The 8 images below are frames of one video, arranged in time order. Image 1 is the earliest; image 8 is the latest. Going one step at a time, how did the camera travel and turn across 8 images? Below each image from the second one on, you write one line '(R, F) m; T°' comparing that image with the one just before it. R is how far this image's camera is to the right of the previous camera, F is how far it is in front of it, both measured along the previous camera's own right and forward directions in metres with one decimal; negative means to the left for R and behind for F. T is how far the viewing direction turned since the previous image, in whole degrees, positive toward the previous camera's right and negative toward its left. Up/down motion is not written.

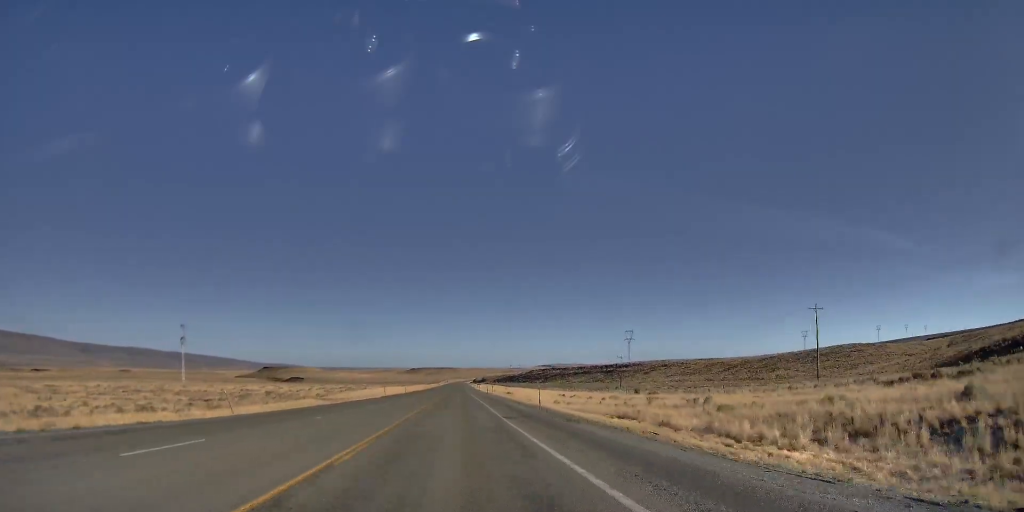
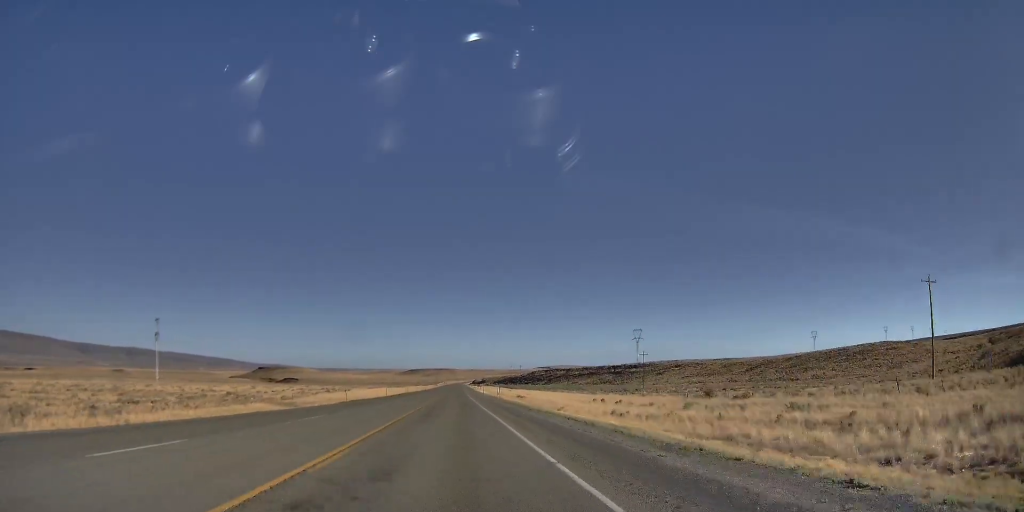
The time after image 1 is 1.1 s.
(+0.5, +33.7) m; 0°
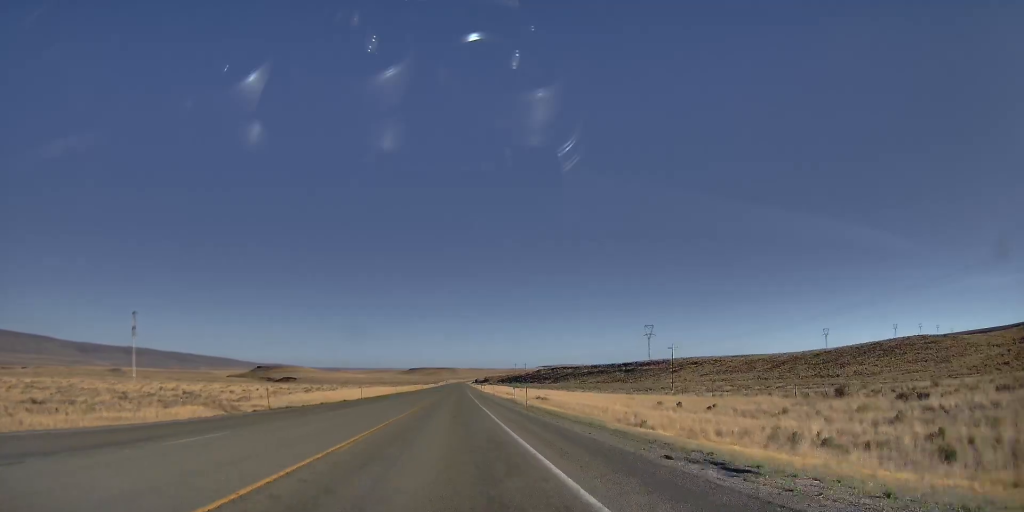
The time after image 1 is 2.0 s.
(-0.5, +34.6) m; -1°
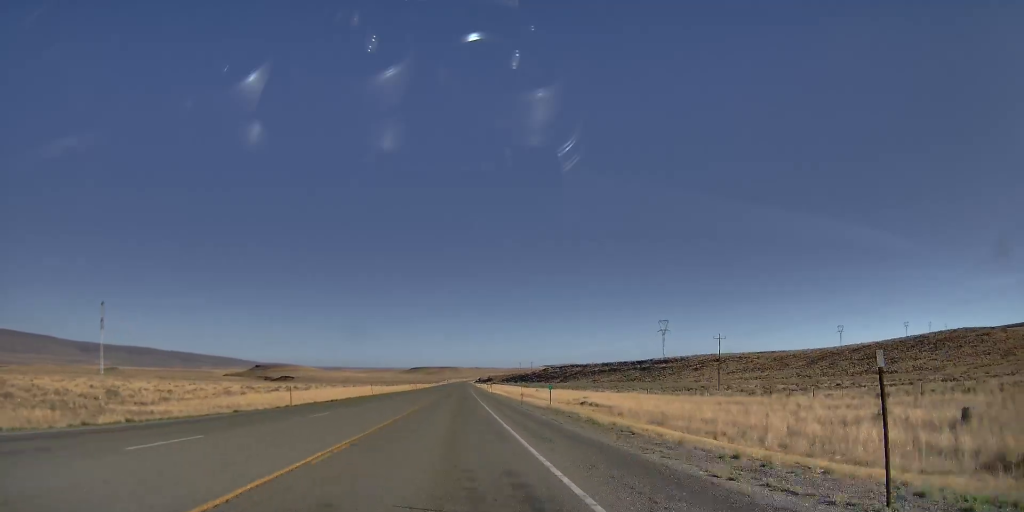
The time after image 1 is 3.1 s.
(0.0, +41.8) m; +1°
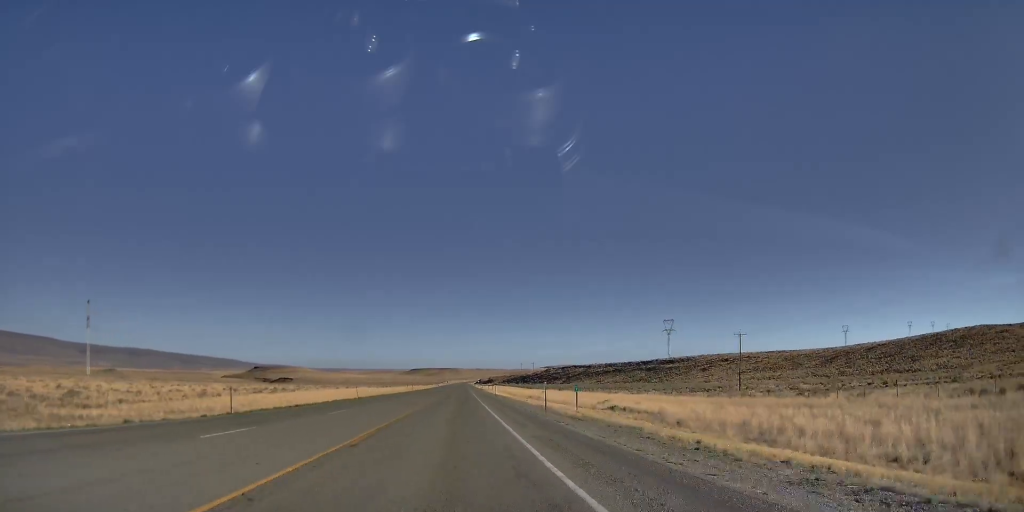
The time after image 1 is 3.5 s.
(+0.3, +14.0) m; 0°
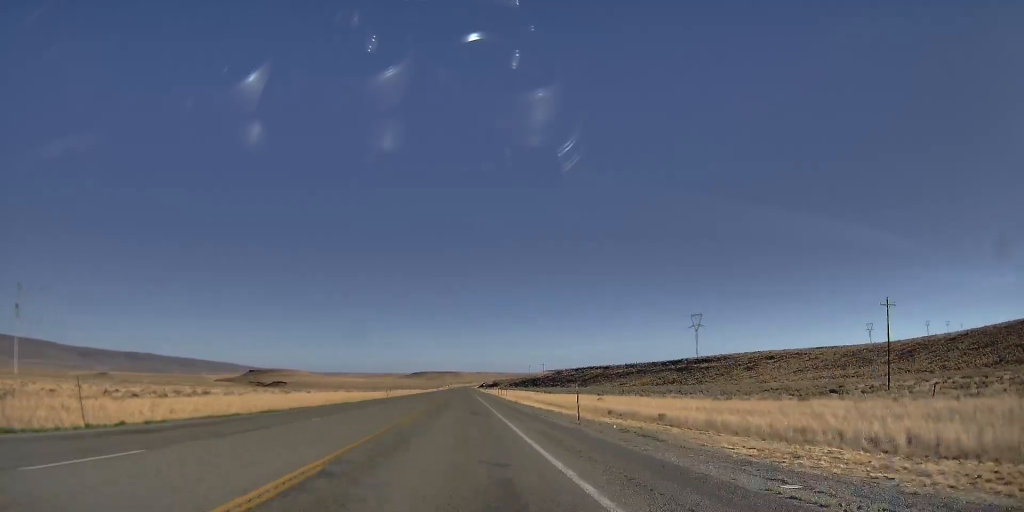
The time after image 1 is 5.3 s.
(-0.4, +58.7) m; -2°
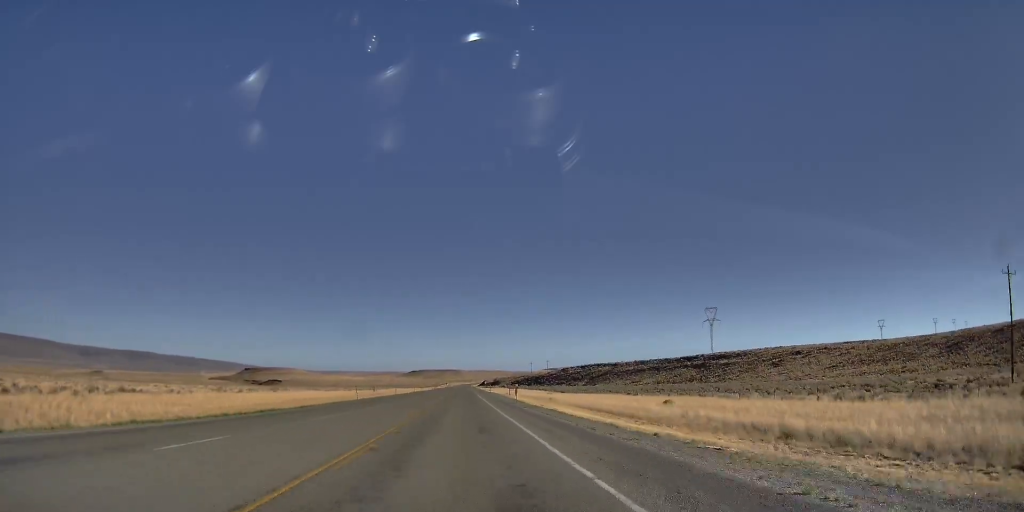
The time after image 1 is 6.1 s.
(-0.6, +24.9) m; +1°
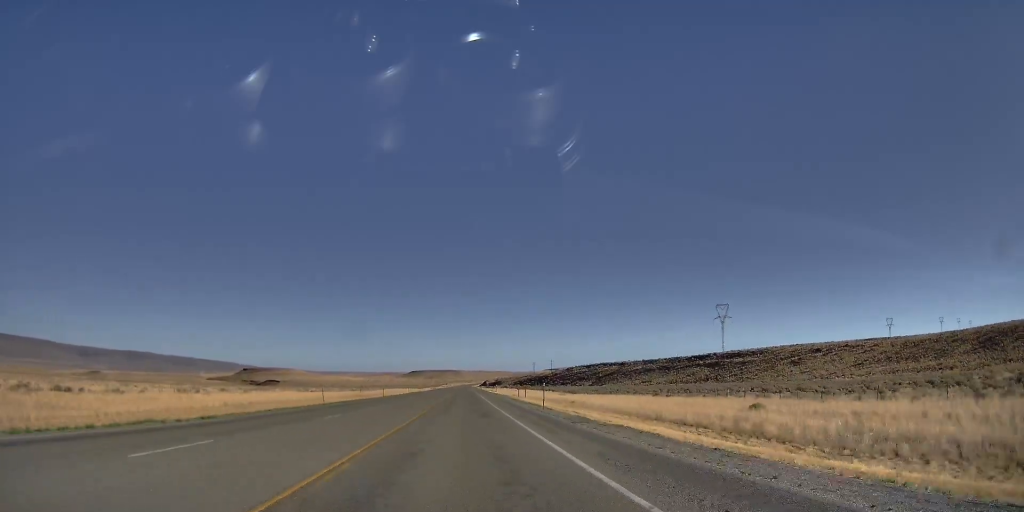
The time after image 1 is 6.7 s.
(+0.6, +16.6) m; +1°
